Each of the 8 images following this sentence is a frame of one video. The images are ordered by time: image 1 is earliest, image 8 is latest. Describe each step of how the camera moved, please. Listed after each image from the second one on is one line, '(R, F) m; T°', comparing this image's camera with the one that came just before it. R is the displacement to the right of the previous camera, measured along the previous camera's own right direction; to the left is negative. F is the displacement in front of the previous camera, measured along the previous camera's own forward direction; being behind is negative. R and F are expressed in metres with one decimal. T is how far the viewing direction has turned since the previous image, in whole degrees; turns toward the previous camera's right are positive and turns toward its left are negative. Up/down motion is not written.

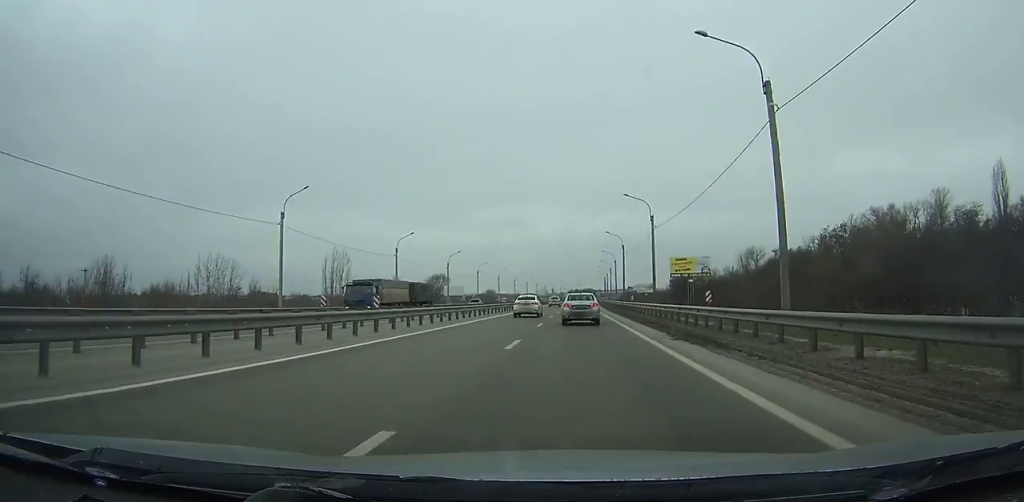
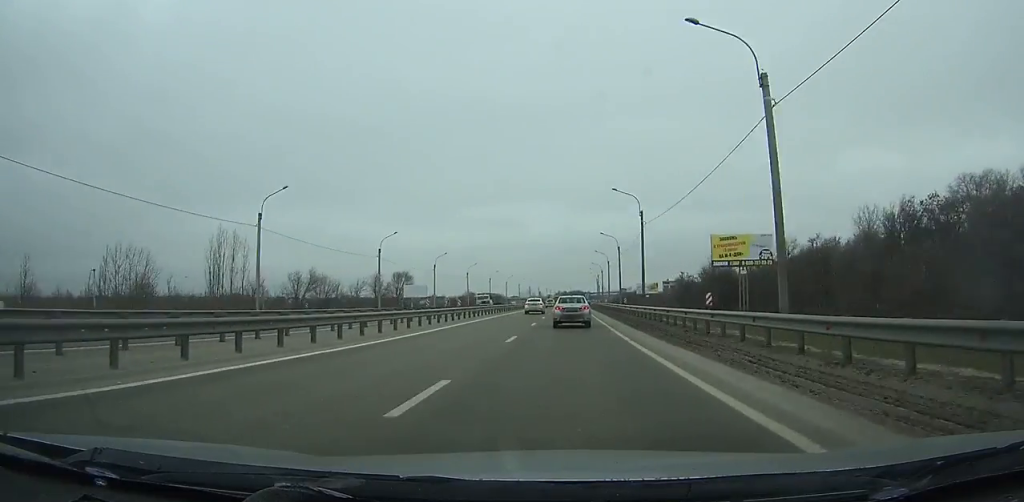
(+0.1, +31.8) m; 0°
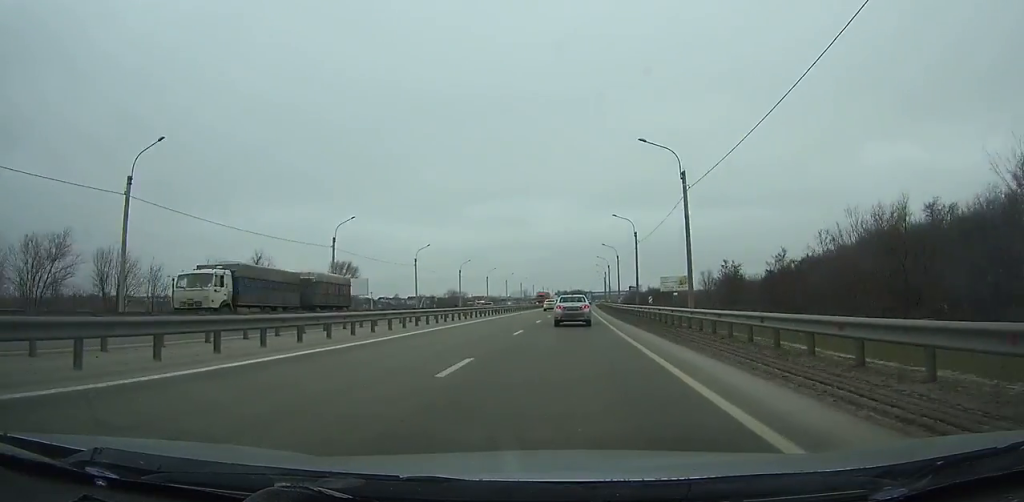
(+0.2, +44.5) m; +1°
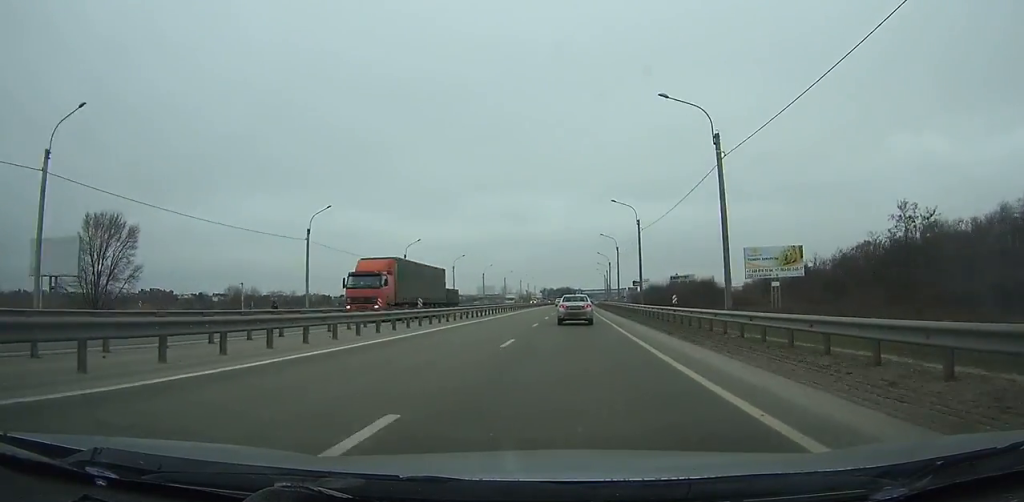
(+0.4, +66.1) m; +1°
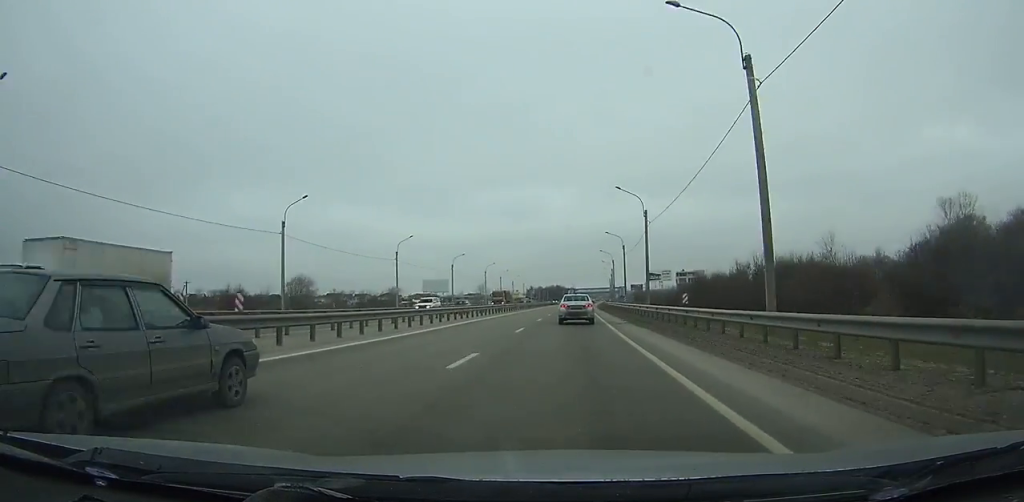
(+0.5, +64.5) m; +1°
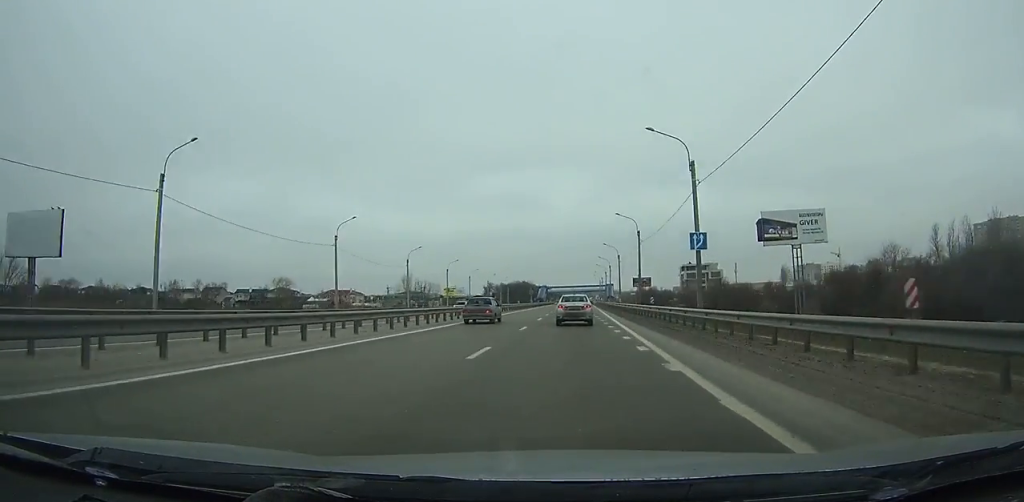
(+1.8, +105.9) m; +2°
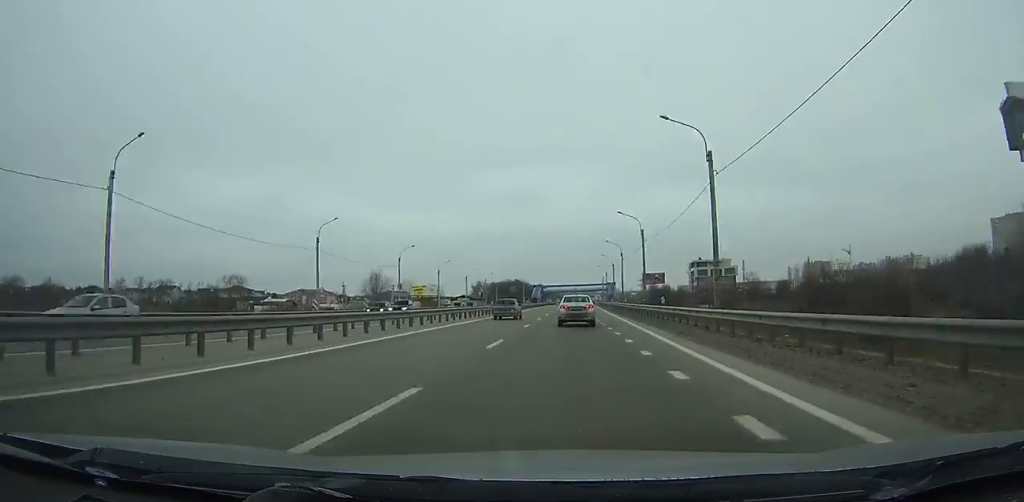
(+0.1, +32.4) m; 0°
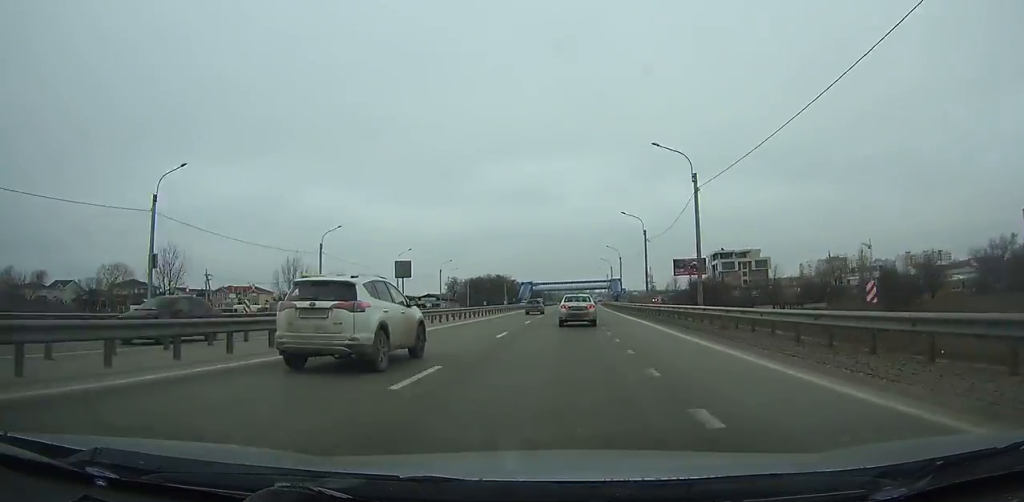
(+0.3, +54.1) m; +1°
